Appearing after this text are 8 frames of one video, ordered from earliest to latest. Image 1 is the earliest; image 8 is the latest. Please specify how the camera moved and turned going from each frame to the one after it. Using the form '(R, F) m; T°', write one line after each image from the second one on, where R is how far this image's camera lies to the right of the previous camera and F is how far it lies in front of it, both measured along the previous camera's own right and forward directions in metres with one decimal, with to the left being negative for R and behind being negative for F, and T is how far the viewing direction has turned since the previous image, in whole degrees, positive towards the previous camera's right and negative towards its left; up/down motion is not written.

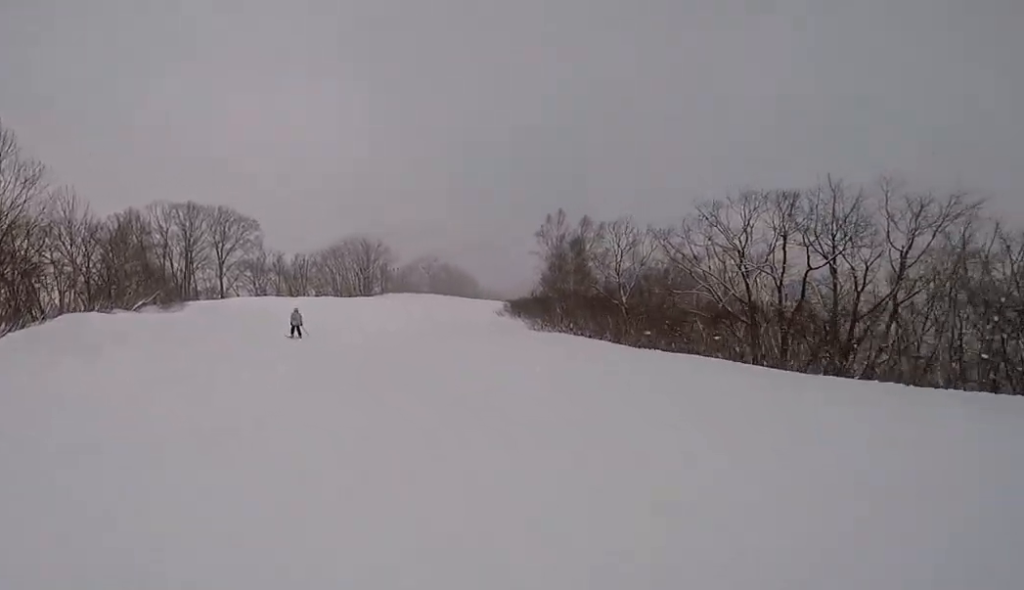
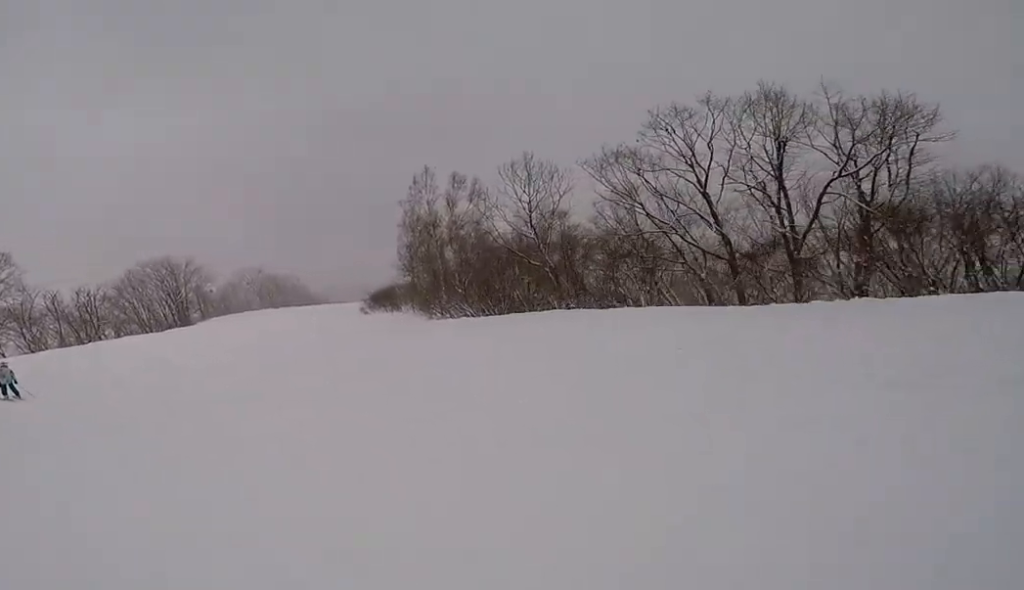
(+2.9, +10.9) m; +14°
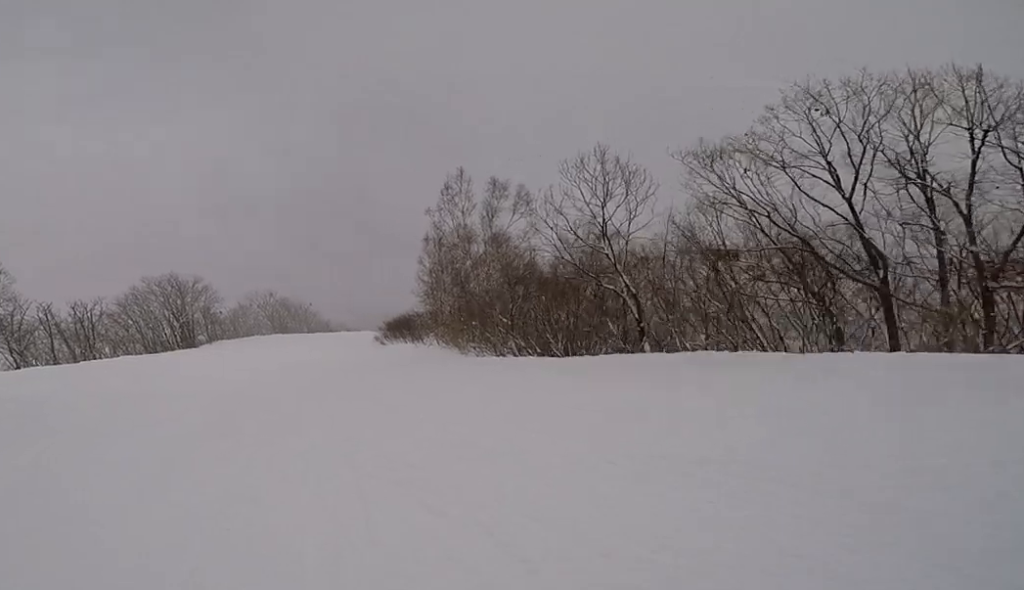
(-0.3, +5.1) m; -2°
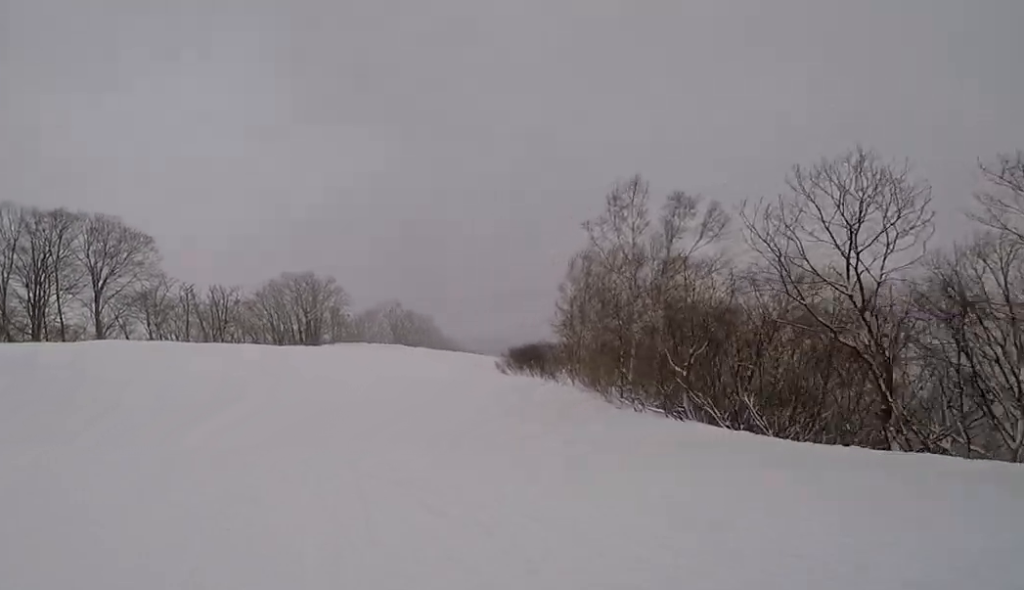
(+0.8, +3.3) m; -5°
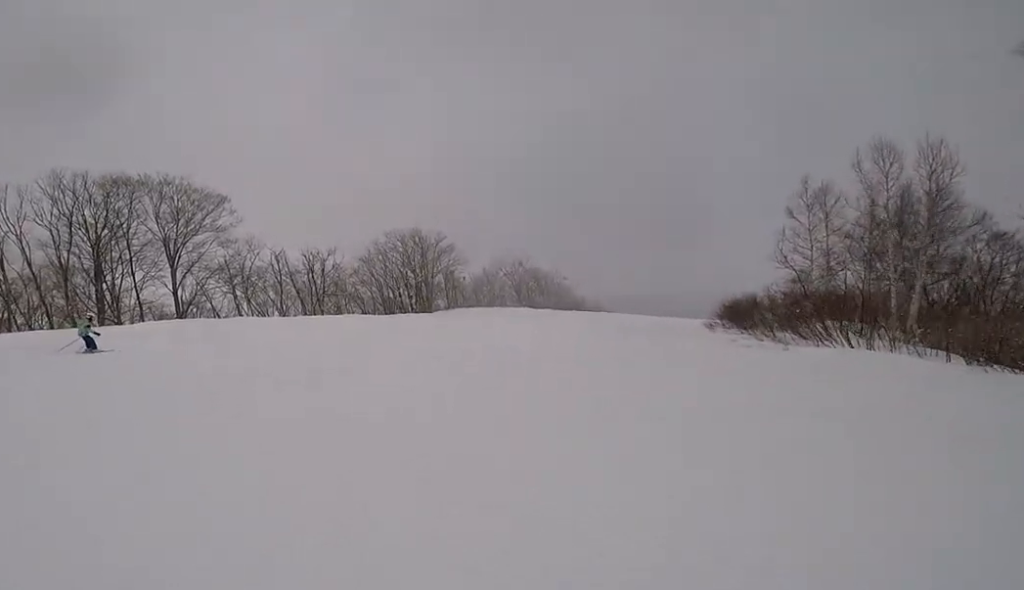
(-2.5, +9.9) m; -11°
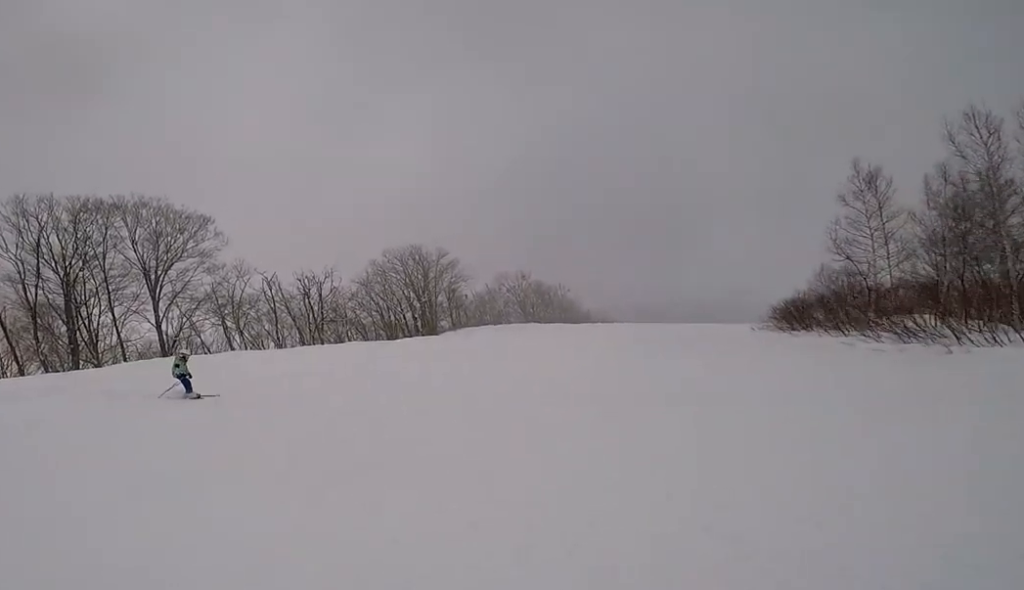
(+0.5, +4.1) m; +9°
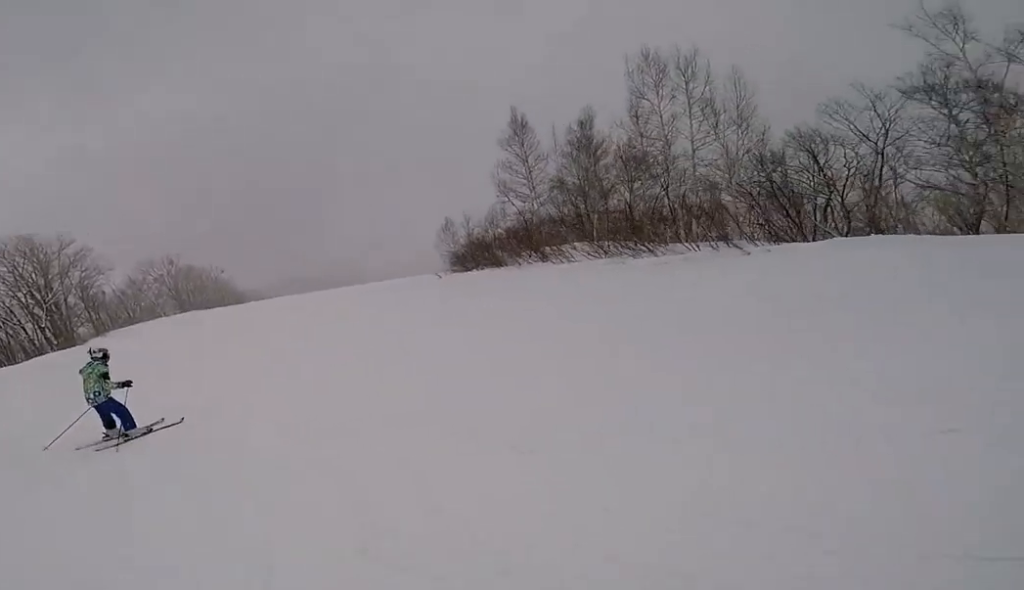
(+0.5, +6.4) m; +19°
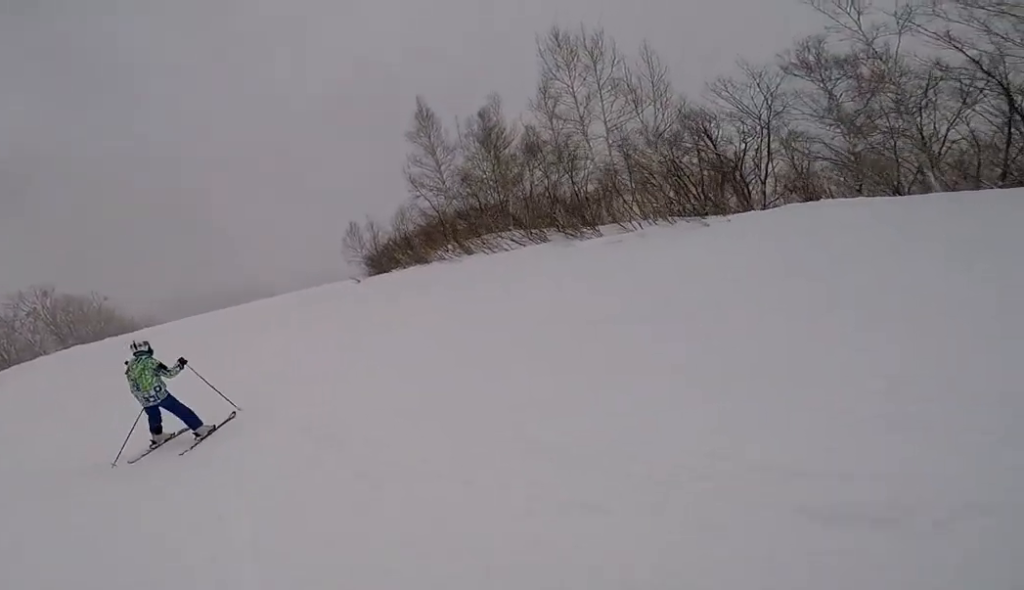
(+0.4, +2.2) m; +10°
